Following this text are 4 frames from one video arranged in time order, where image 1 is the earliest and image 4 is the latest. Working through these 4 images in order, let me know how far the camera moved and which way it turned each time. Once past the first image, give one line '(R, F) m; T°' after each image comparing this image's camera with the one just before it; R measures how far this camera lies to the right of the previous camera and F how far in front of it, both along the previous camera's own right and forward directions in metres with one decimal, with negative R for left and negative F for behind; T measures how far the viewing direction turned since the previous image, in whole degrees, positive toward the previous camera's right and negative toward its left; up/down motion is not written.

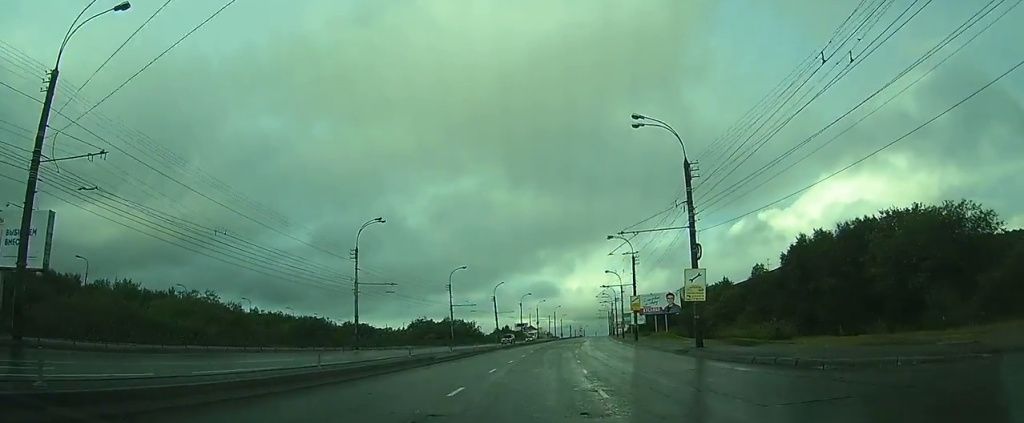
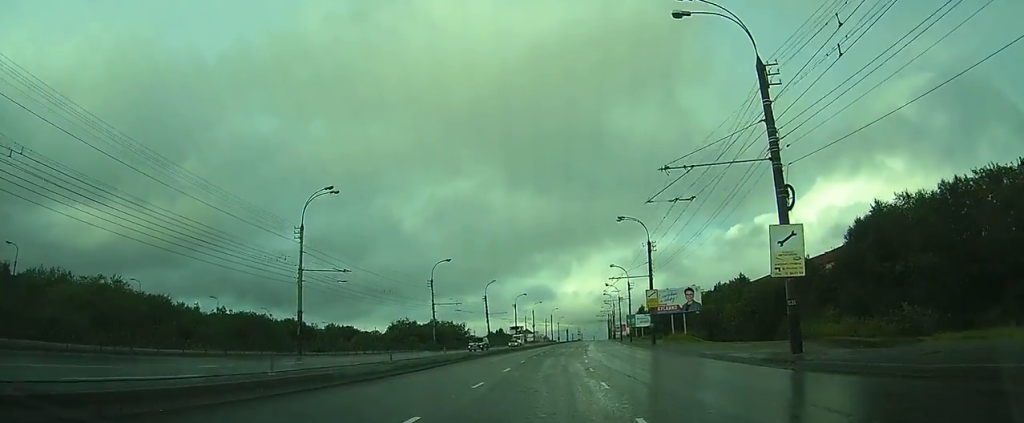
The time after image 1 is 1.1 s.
(-0.3, +13.3) m; -1°
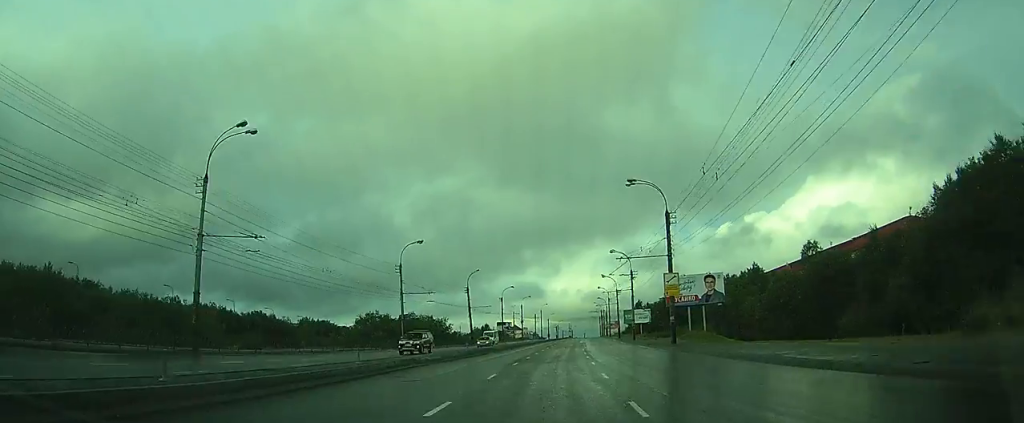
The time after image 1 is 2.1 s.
(-0.1, +15.0) m; -3°
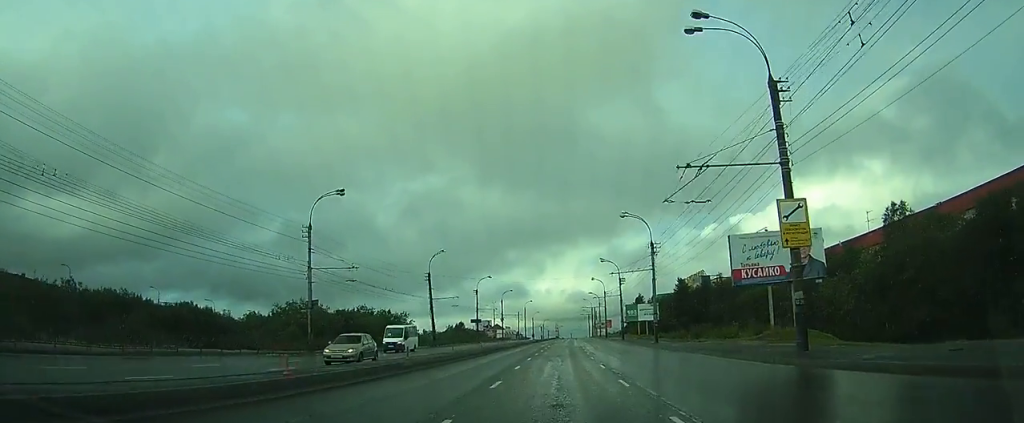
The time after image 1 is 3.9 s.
(-1.5, +31.5) m; 0°
